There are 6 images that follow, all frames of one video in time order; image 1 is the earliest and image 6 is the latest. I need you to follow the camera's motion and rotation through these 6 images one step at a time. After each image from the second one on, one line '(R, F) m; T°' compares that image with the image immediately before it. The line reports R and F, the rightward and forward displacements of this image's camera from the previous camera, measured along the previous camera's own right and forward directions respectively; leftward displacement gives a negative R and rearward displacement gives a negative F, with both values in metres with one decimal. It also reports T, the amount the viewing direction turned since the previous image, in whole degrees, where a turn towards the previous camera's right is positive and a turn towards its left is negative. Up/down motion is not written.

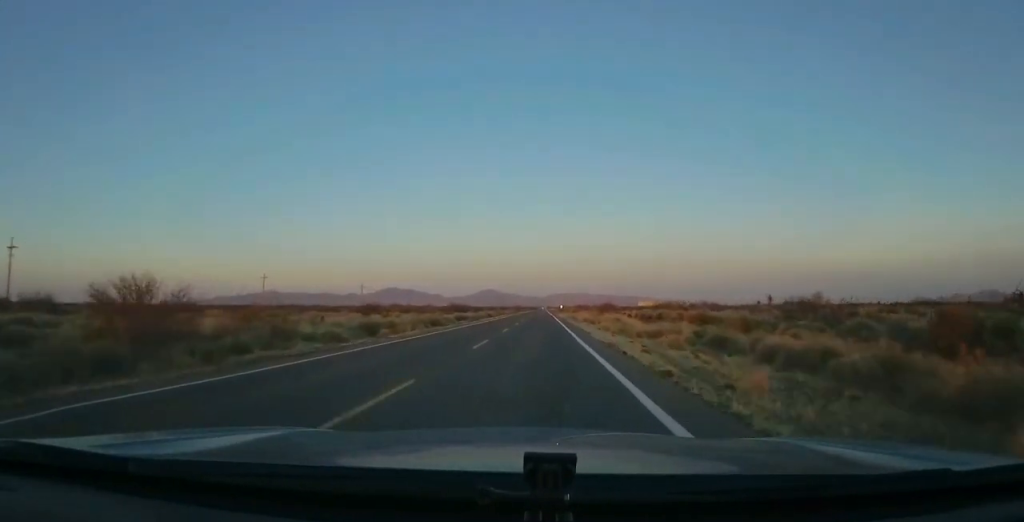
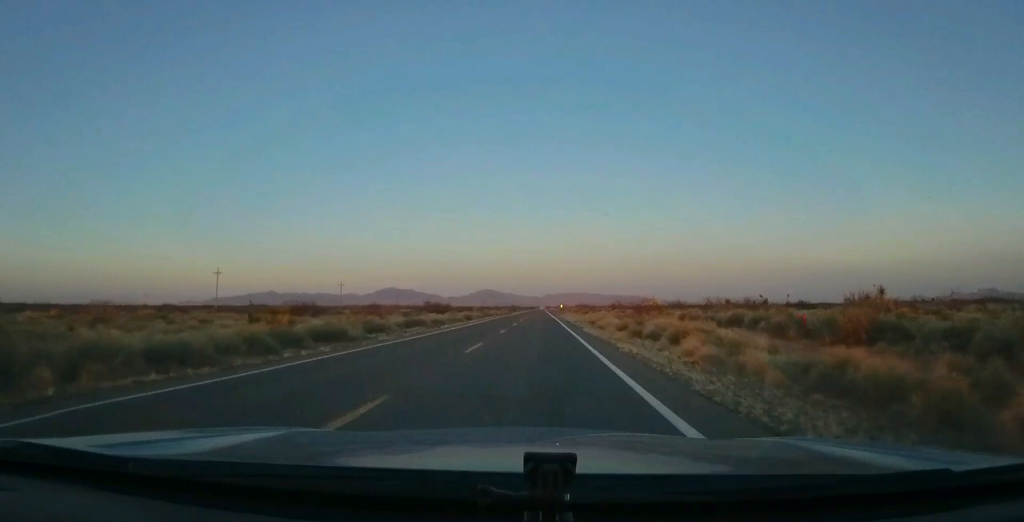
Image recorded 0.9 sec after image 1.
(-0.4, +25.3) m; 0°
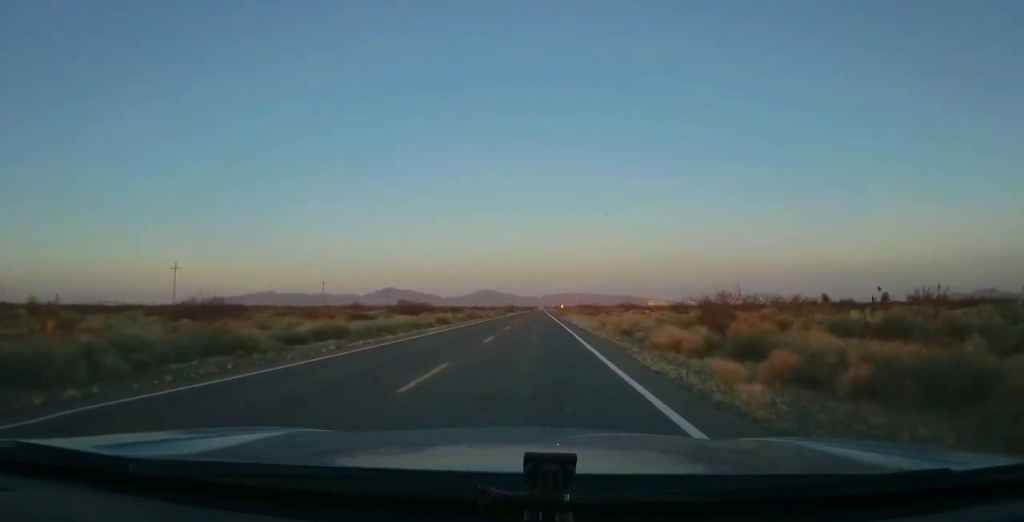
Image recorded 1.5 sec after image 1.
(+0.3, +18.5) m; +1°
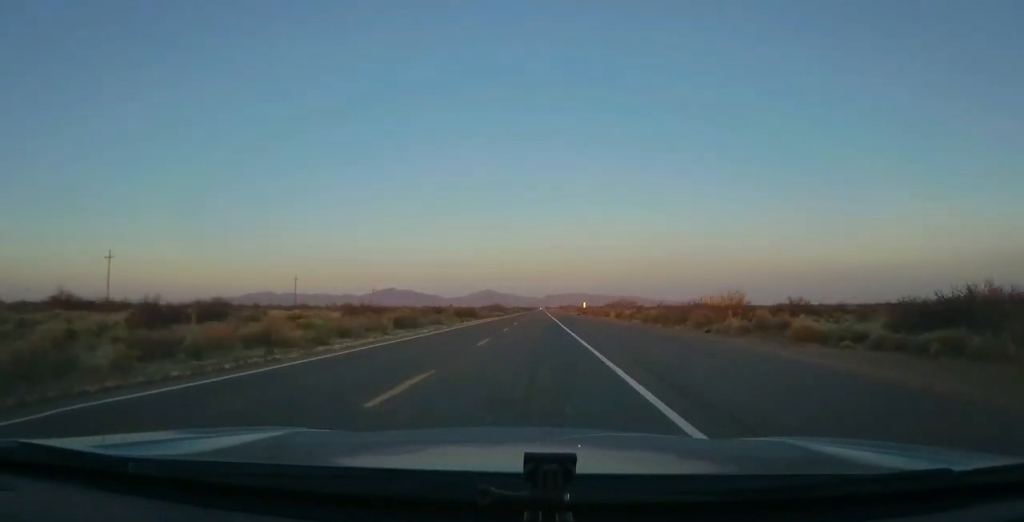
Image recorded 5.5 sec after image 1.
(+0.2, +118.2) m; -1°
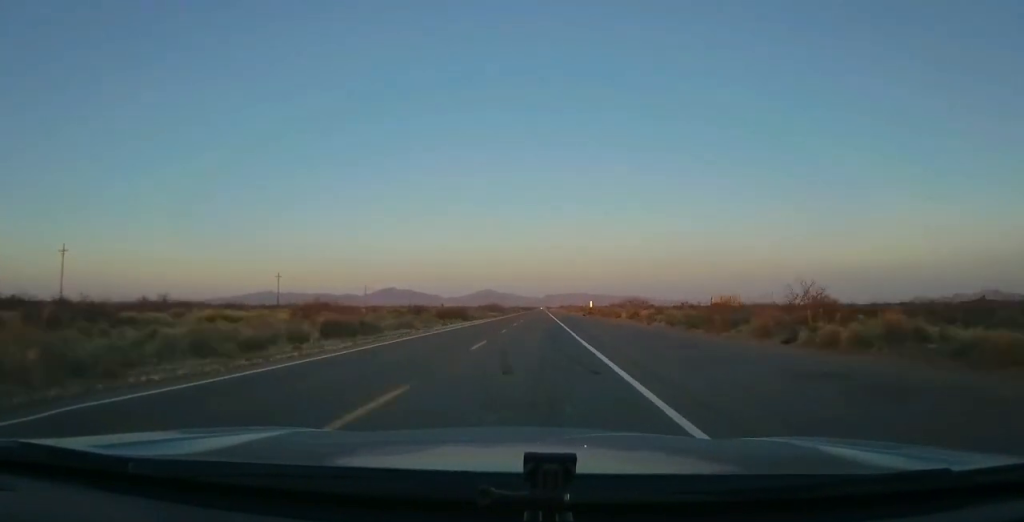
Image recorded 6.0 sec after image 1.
(-0.1, +13.7) m; 0°
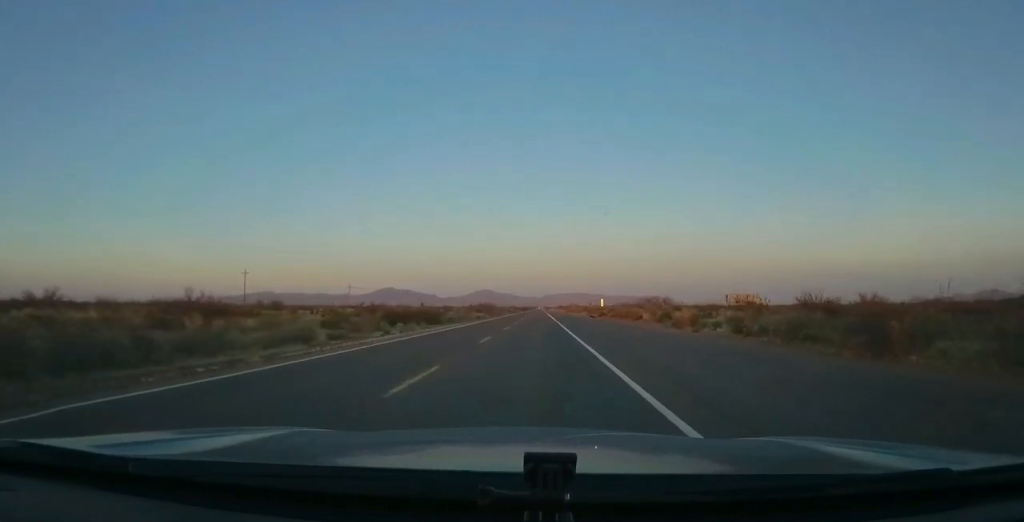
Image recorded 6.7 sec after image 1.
(+0.3, +20.5) m; +1°
